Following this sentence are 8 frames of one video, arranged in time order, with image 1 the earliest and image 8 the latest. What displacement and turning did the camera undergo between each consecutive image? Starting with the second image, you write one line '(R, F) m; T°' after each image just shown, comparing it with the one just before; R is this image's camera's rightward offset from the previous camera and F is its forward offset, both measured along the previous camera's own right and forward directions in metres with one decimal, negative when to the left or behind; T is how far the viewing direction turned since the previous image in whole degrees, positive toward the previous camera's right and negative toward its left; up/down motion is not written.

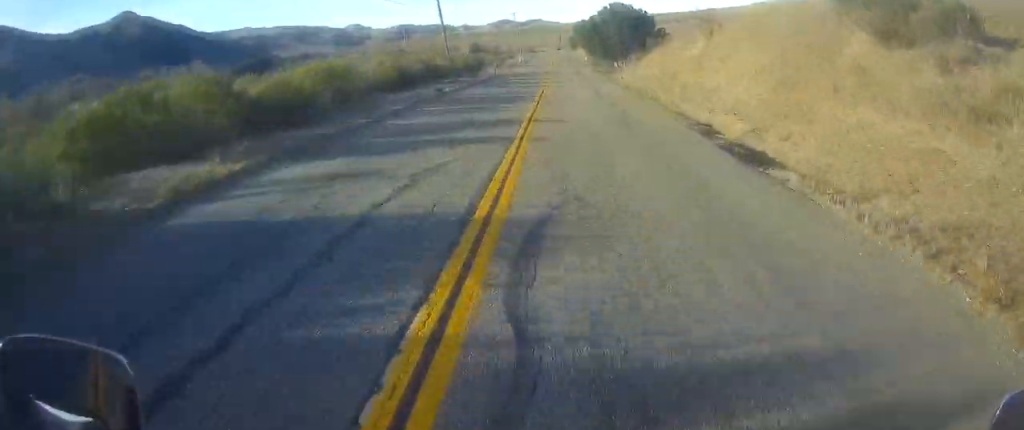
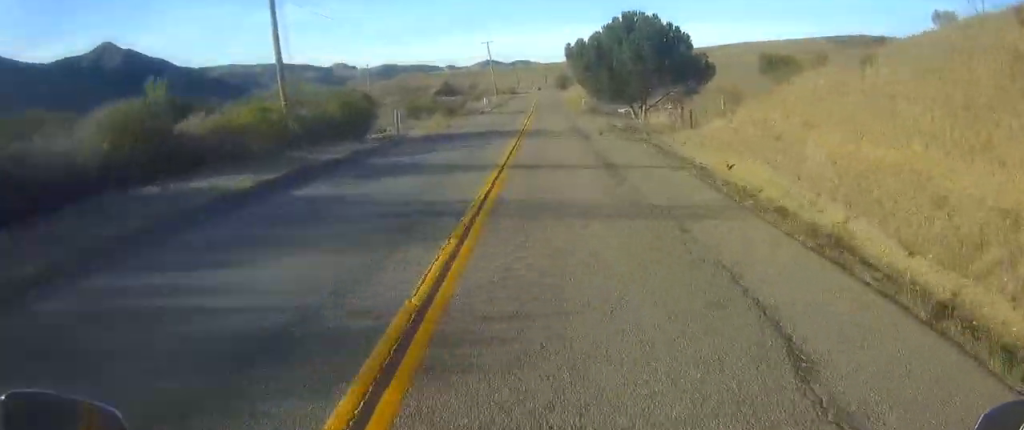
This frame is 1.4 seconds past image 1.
(0.0, +32.4) m; 0°
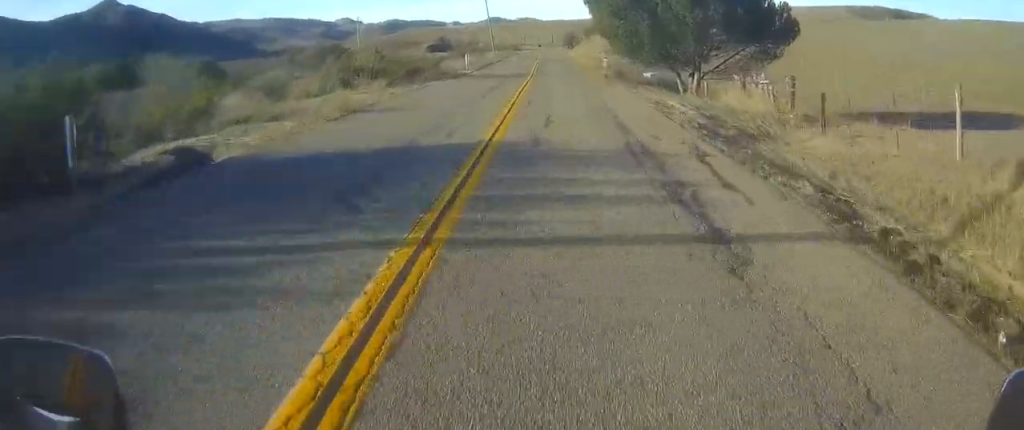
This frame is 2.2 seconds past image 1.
(0.0, +17.1) m; +1°
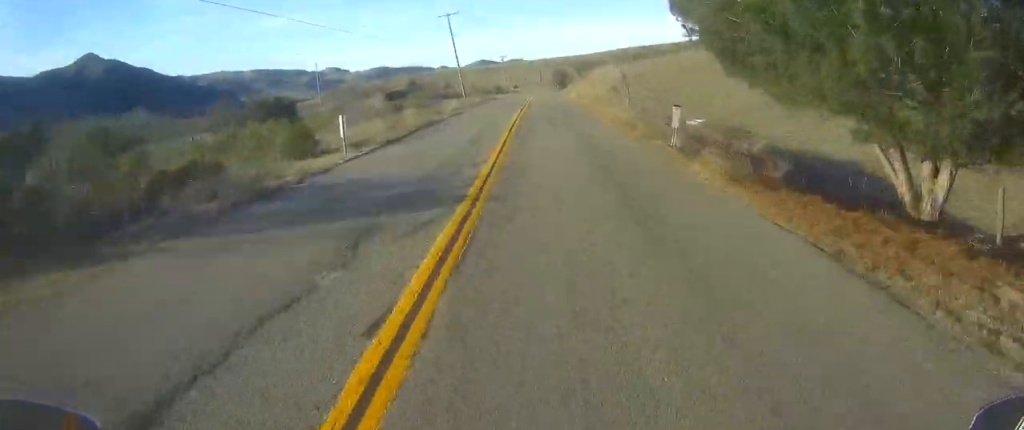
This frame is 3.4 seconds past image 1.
(+0.3, +25.5) m; +1°
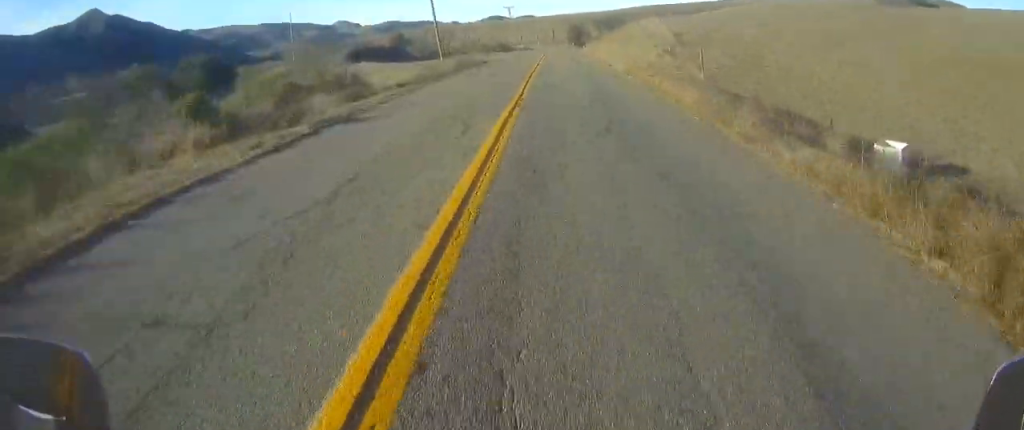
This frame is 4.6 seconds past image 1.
(0.0, +28.1) m; 0°
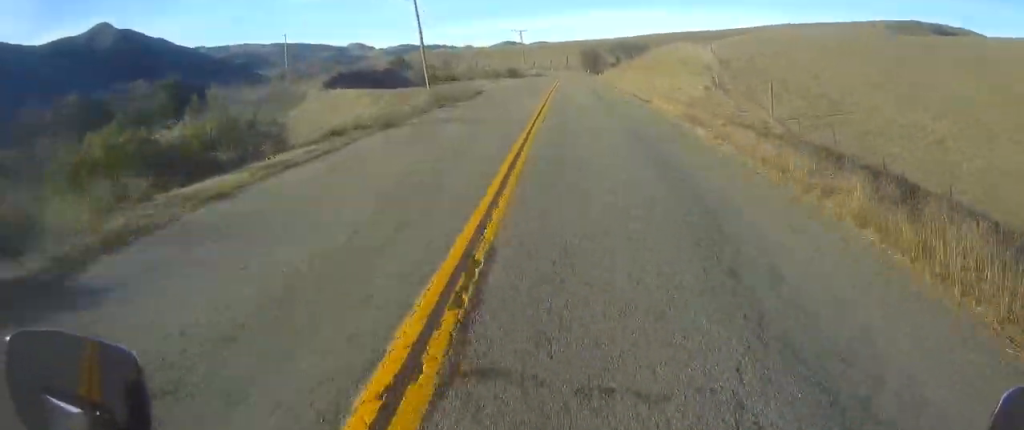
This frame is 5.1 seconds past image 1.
(0.0, +11.6) m; 0°
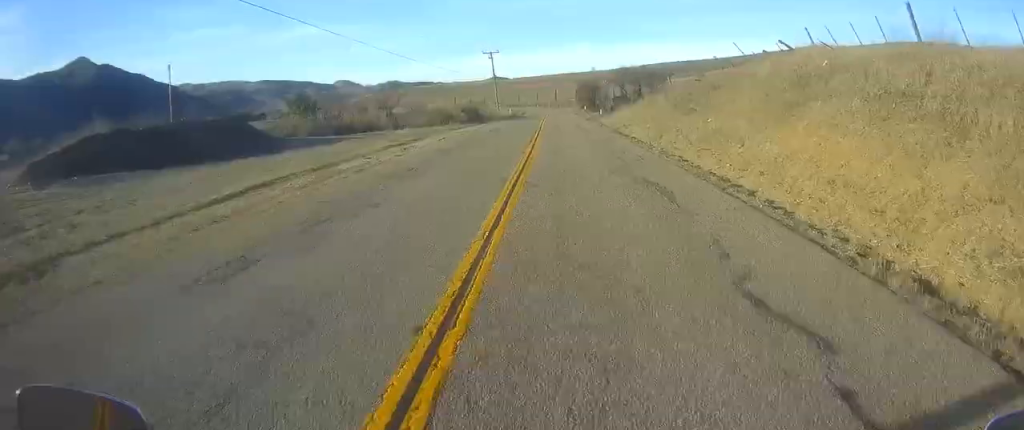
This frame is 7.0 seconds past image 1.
(0.0, +40.8) m; 0°
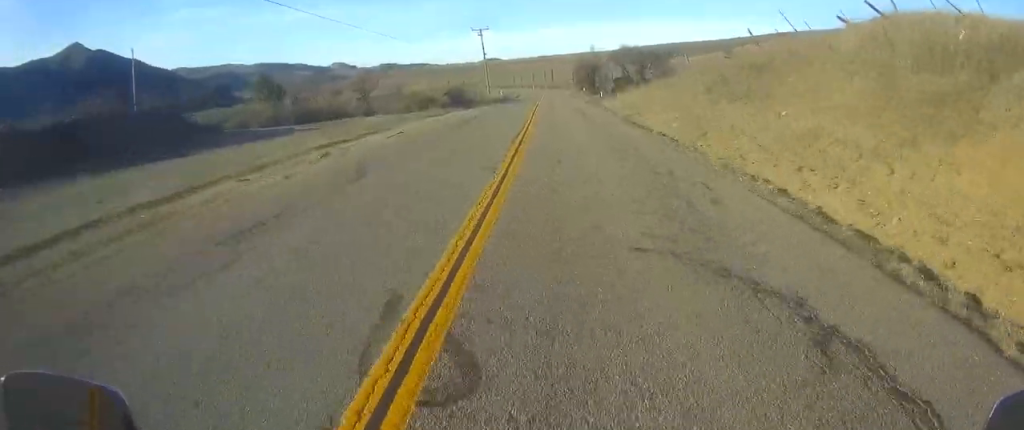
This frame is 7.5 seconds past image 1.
(0.0, +9.2) m; 0°
